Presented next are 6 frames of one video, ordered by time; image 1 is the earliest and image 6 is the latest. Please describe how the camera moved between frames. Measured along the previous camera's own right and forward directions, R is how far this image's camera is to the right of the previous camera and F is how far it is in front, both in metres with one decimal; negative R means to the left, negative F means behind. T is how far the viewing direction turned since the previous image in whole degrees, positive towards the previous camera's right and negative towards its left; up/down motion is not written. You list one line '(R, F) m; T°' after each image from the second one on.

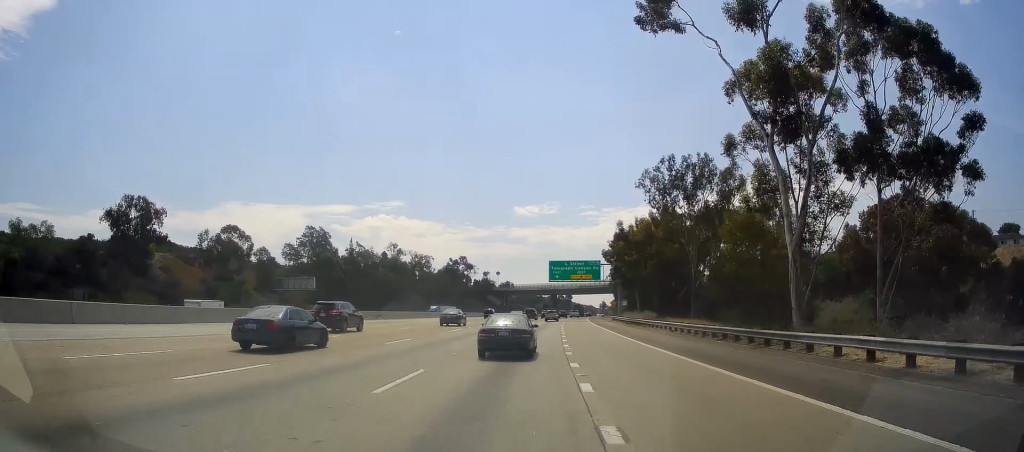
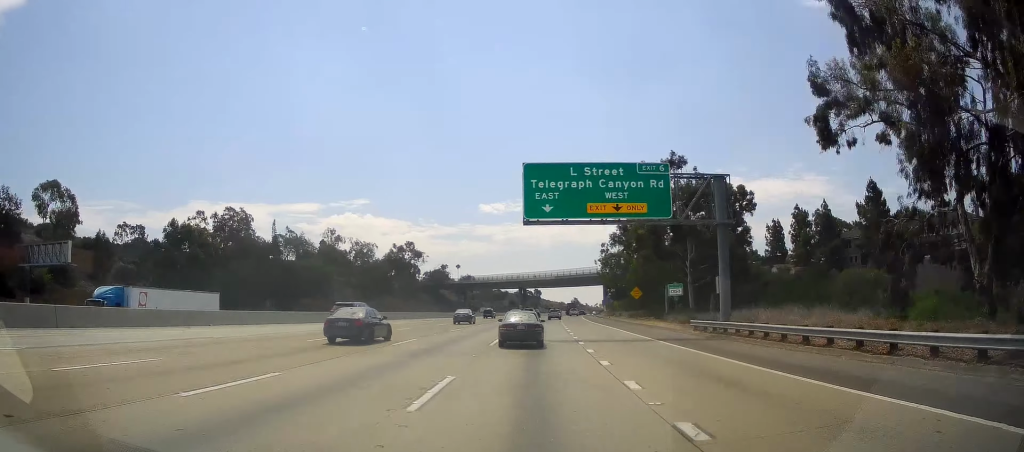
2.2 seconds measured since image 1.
(+1.3, +63.0) m; +3°
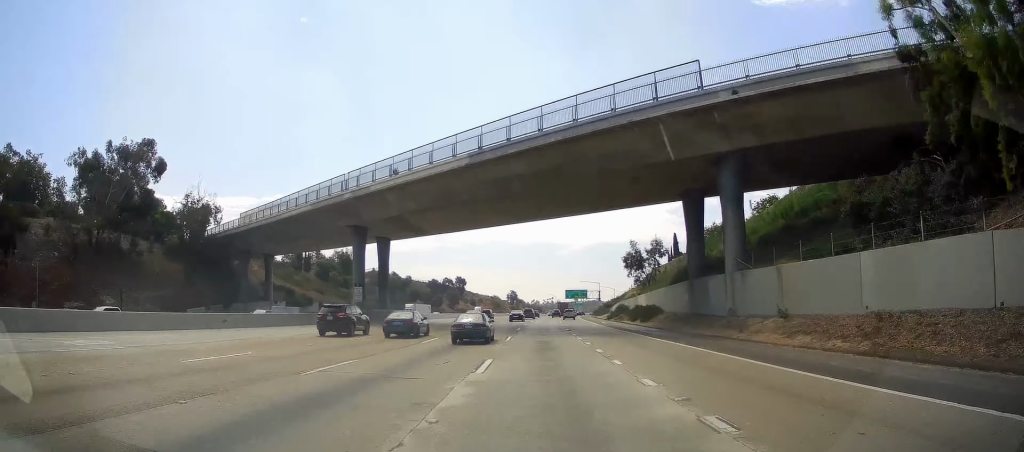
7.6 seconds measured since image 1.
(+11.0, +159.7) m; +7°
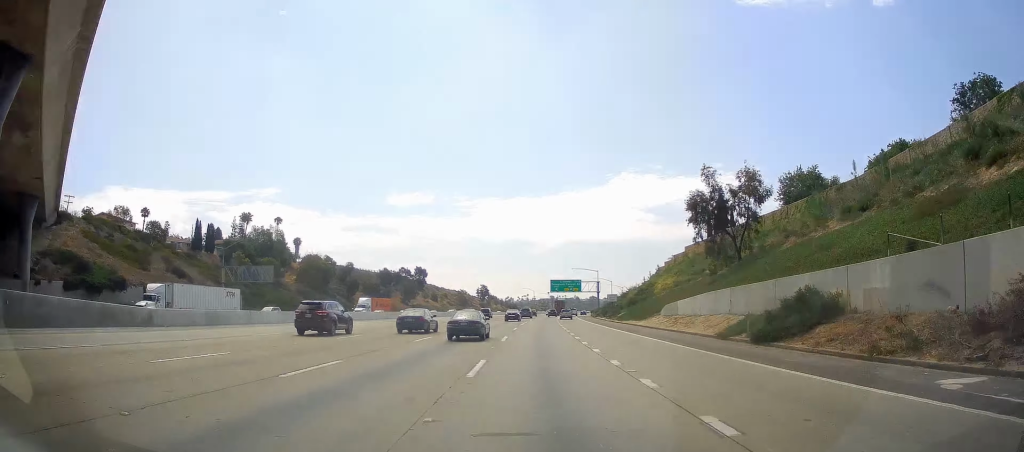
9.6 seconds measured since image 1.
(+0.6, +59.8) m; +2°
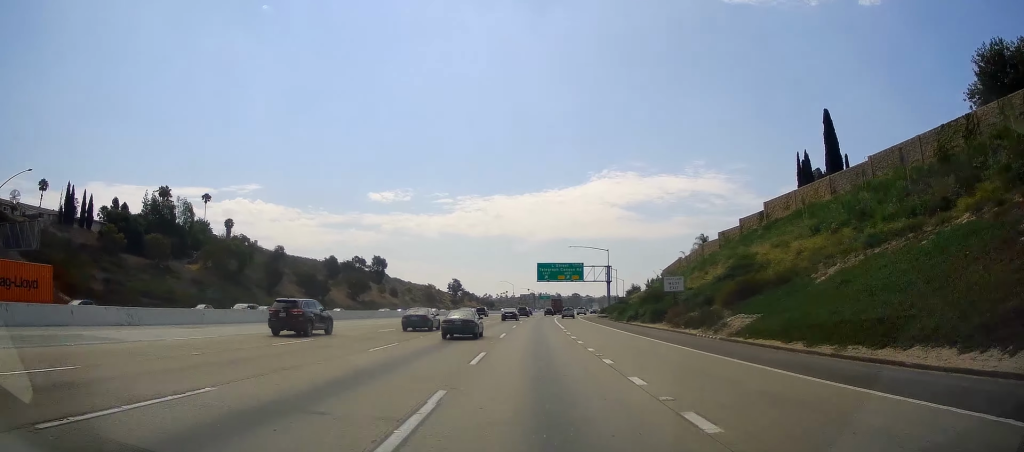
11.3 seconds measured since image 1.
(+0.8, +49.6) m; +3°
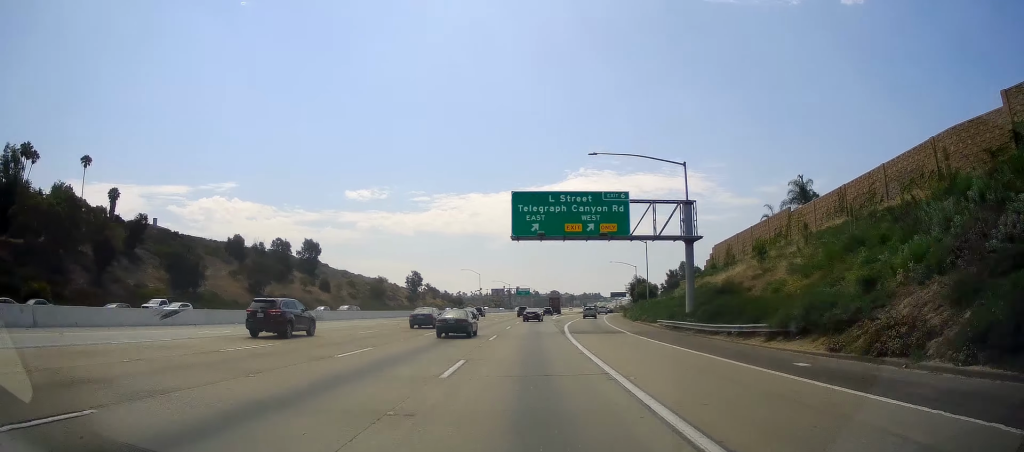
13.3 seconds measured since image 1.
(+1.8, +60.5) m; +3°
